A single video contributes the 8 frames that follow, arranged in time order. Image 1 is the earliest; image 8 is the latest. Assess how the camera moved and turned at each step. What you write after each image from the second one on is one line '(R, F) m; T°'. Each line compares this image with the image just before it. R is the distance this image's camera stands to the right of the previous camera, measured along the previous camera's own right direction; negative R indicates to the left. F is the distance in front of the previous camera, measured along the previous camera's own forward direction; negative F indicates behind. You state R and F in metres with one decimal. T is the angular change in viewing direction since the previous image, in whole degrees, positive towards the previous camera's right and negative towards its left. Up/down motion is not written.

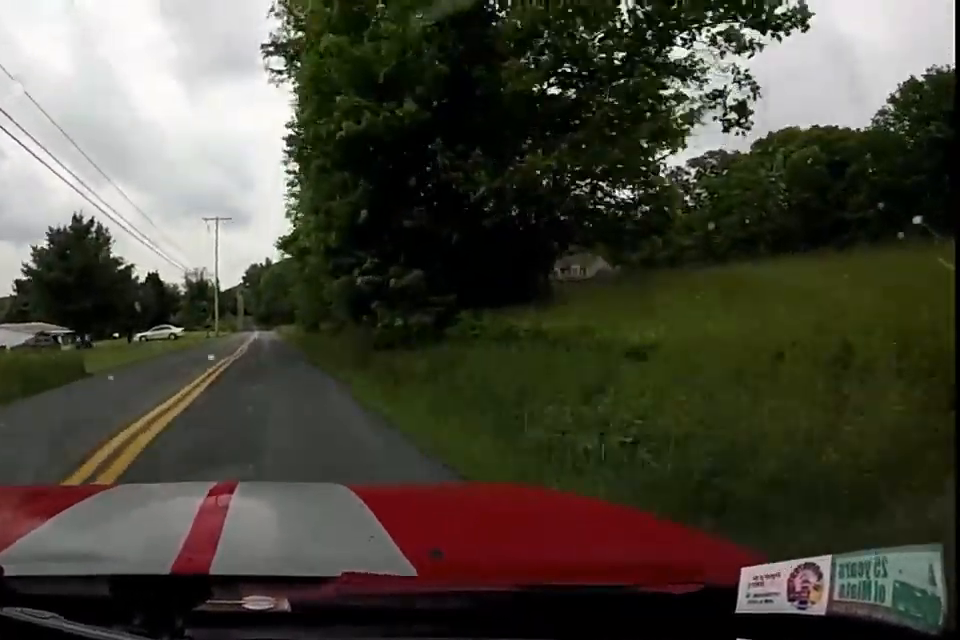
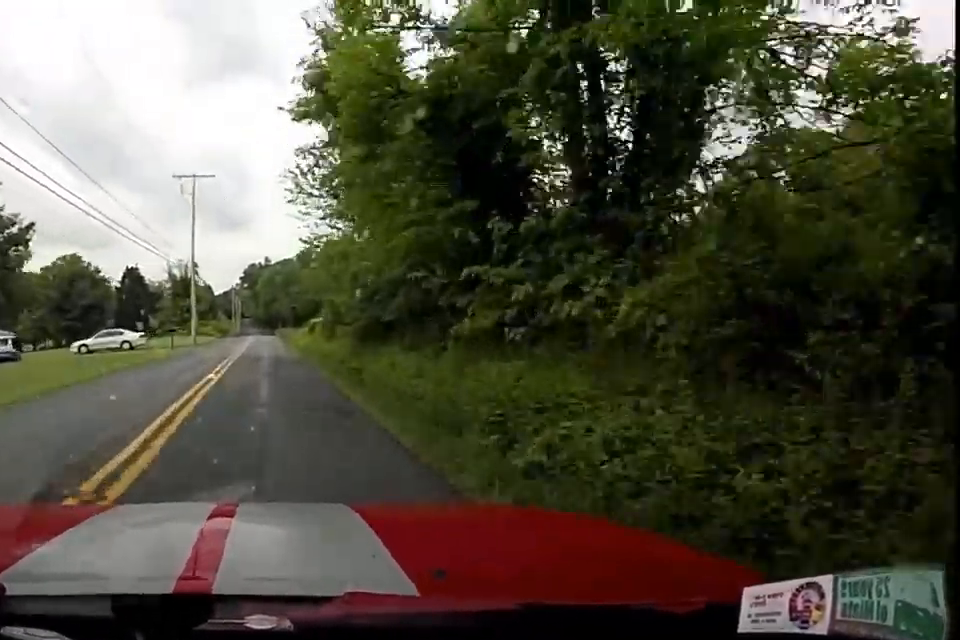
(+0.1, +19.1) m; +1°
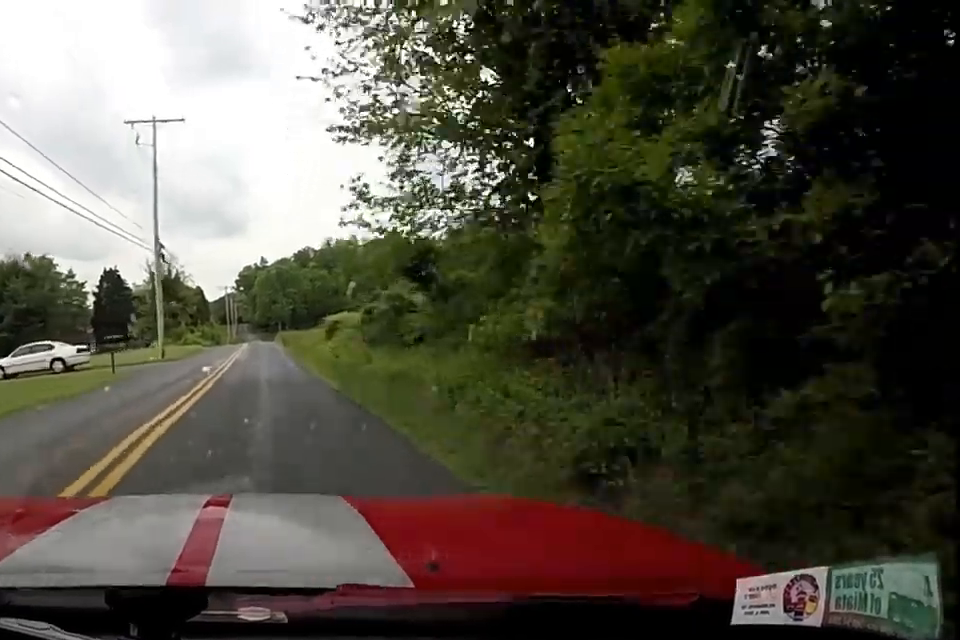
(+0.1, +13.2) m; 0°
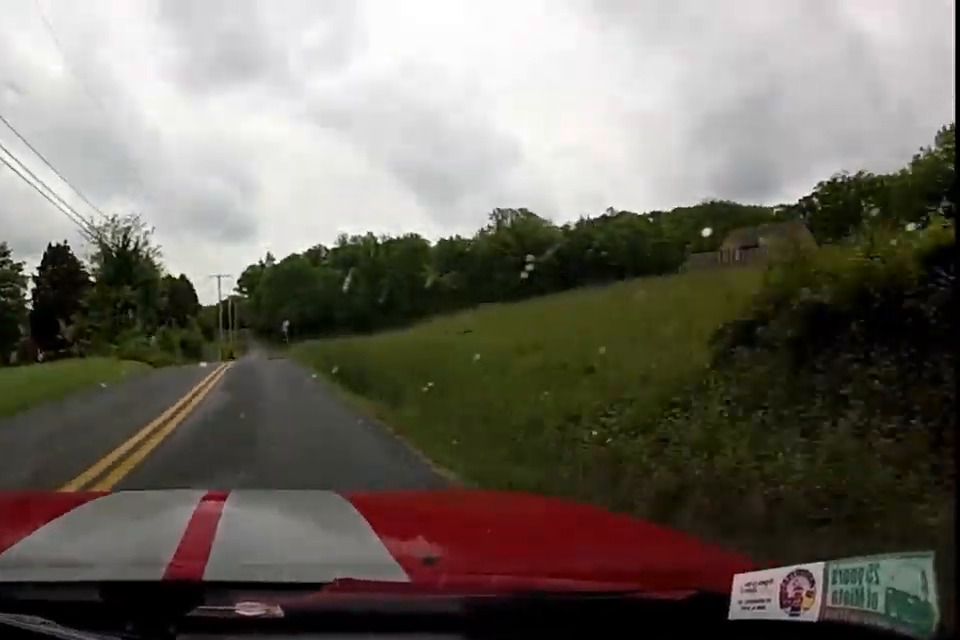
(0.0, +27.8) m; 0°
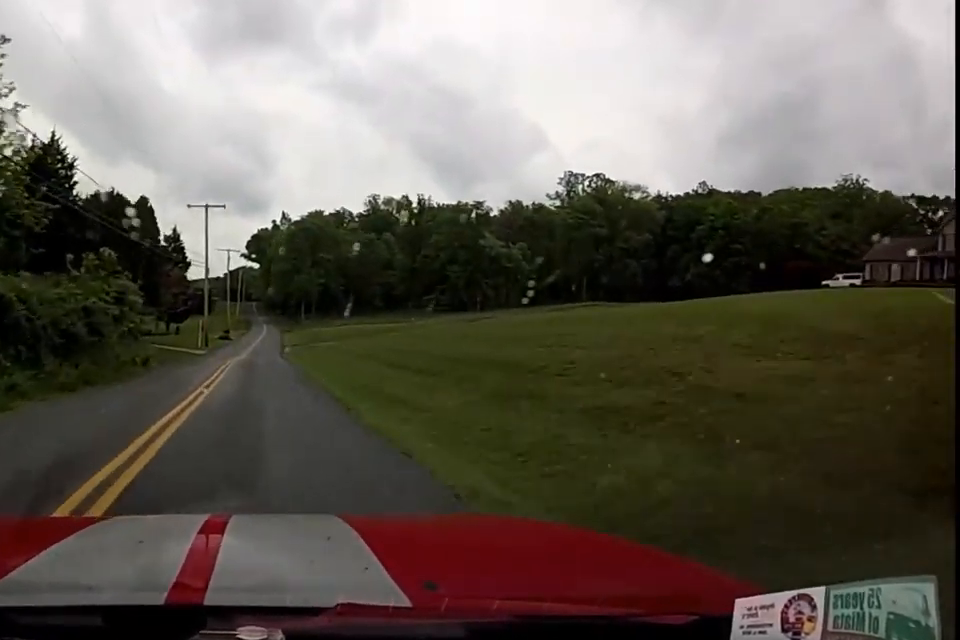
(+0.4, +34.1) m; 0°
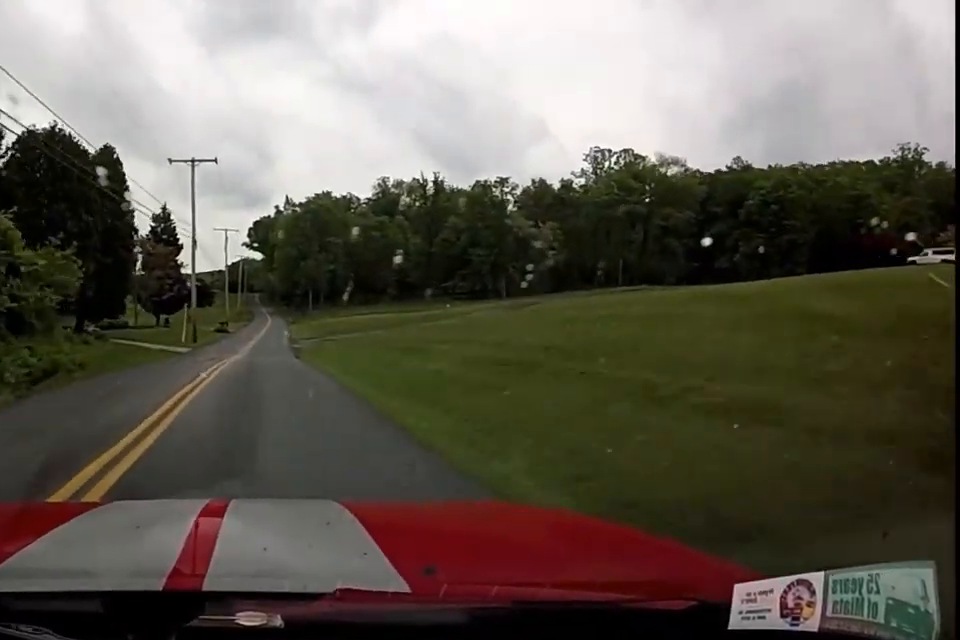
(+0.2, +12.2) m; -1°
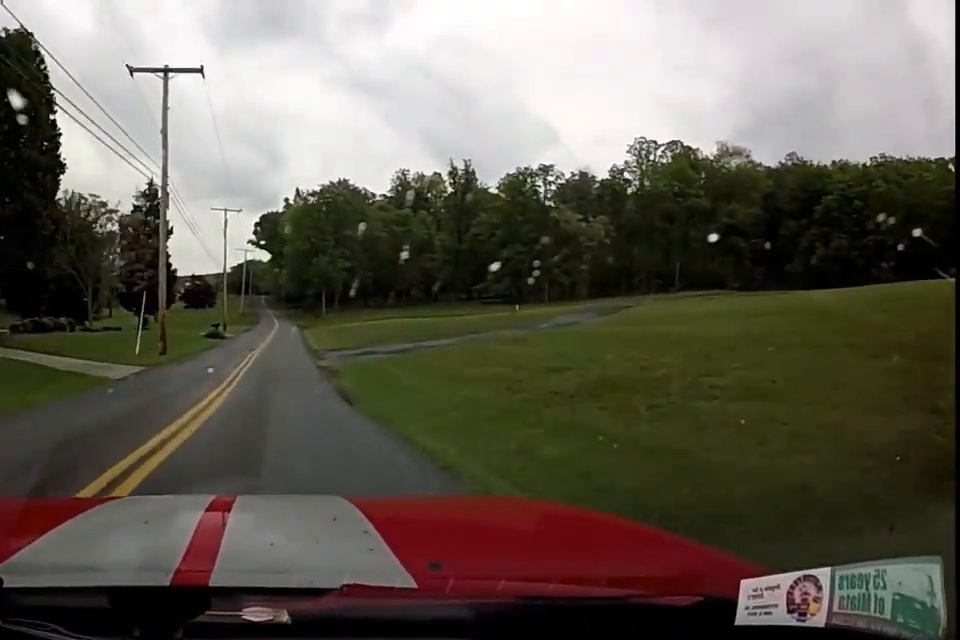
(-0.8, +15.1) m; -2°
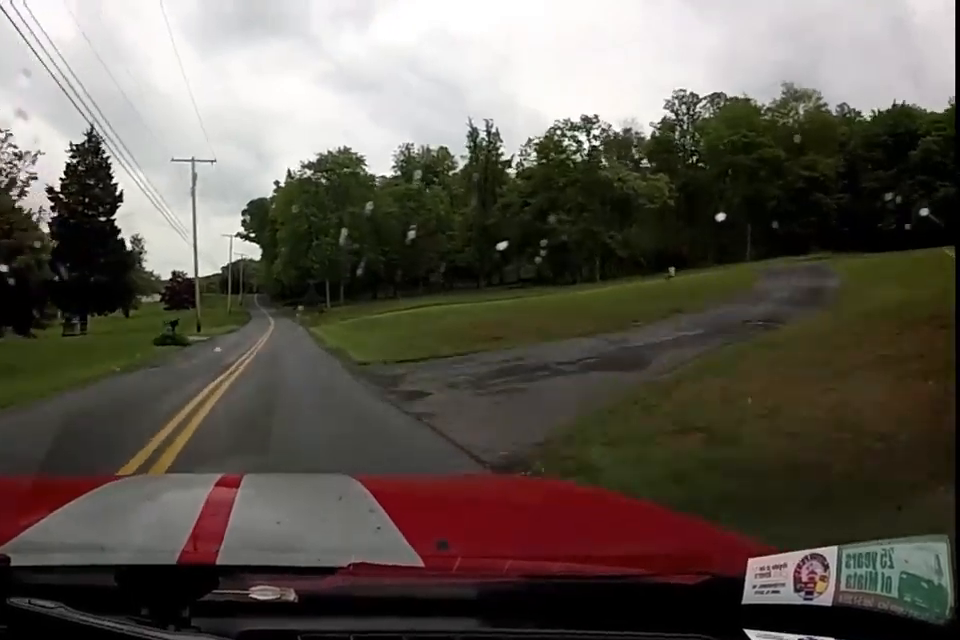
(+0.1, +18.1) m; +4°
